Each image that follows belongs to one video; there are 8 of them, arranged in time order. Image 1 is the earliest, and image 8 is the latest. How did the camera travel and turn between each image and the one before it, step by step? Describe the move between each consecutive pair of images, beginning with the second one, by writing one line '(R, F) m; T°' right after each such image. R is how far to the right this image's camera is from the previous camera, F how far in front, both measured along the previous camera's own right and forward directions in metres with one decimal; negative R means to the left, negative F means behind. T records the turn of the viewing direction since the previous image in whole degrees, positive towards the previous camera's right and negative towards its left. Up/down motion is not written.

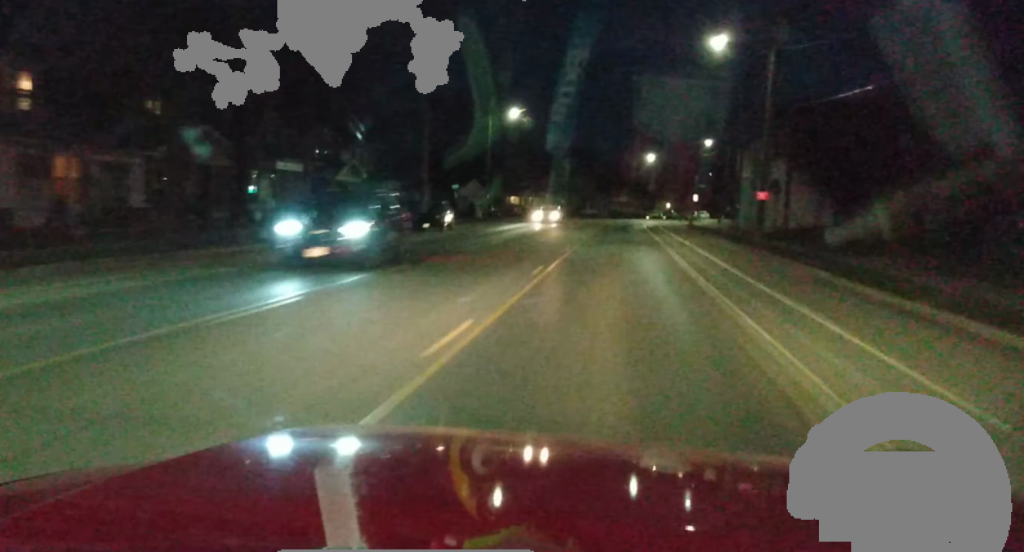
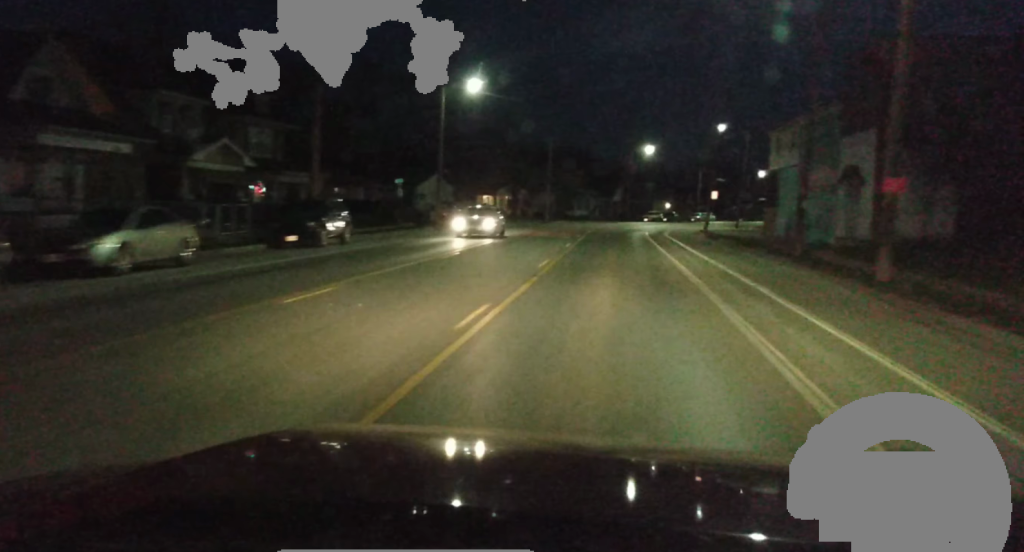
(-0.1, +22.3) m; -1°
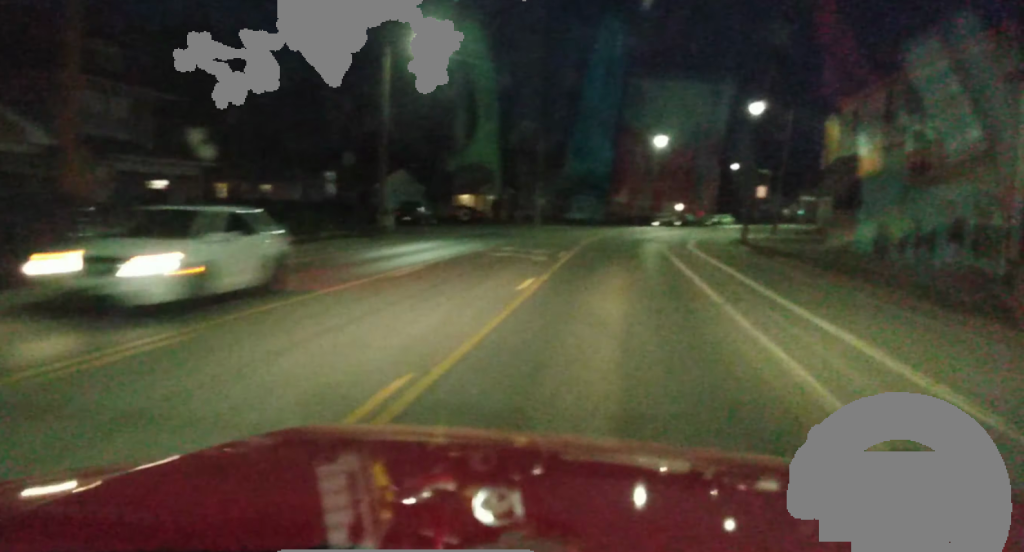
(-0.1, +18.0) m; 0°
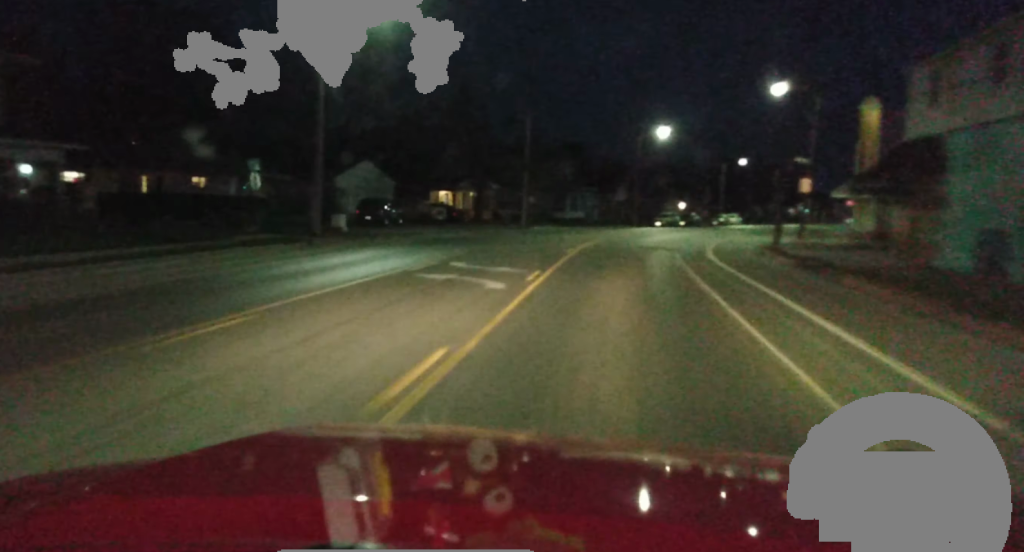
(0.0, +10.4) m; 0°
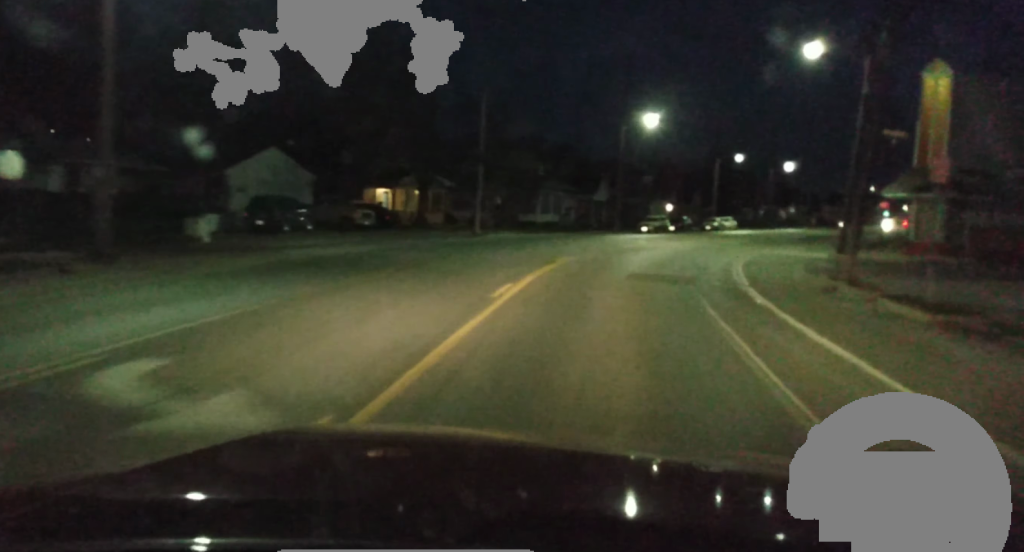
(+0.1, +15.5) m; +2°
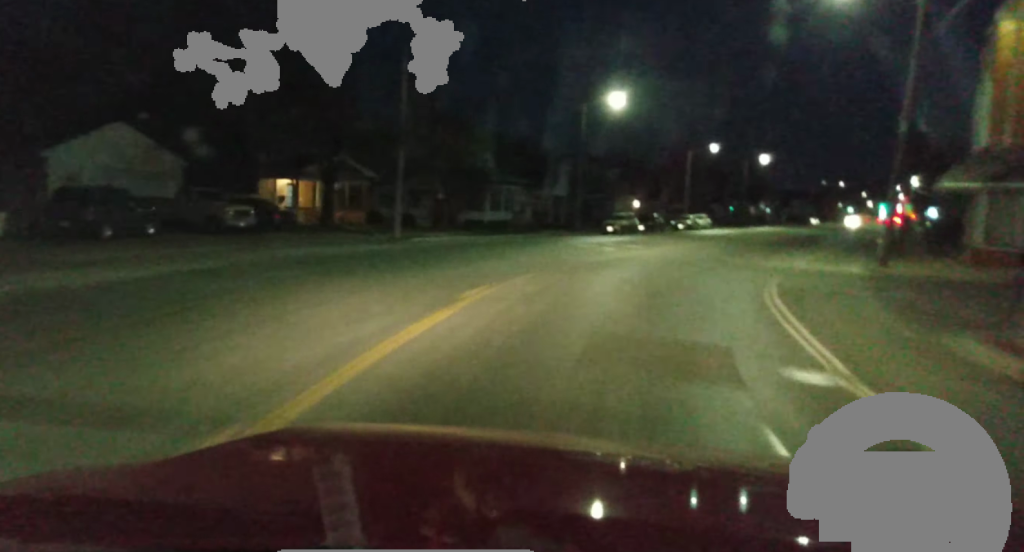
(+0.2, +12.8) m; +3°
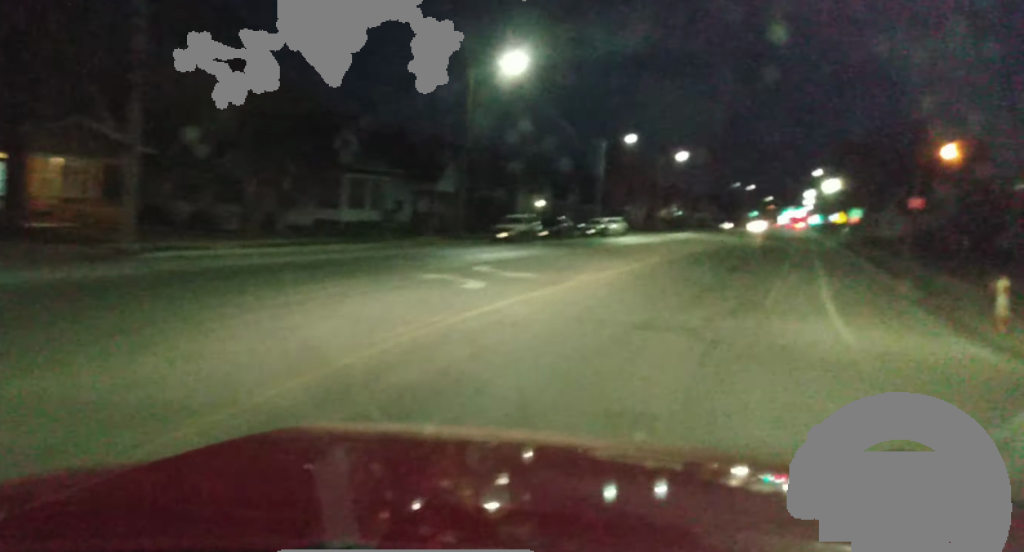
(+0.6, +17.6) m; +4°
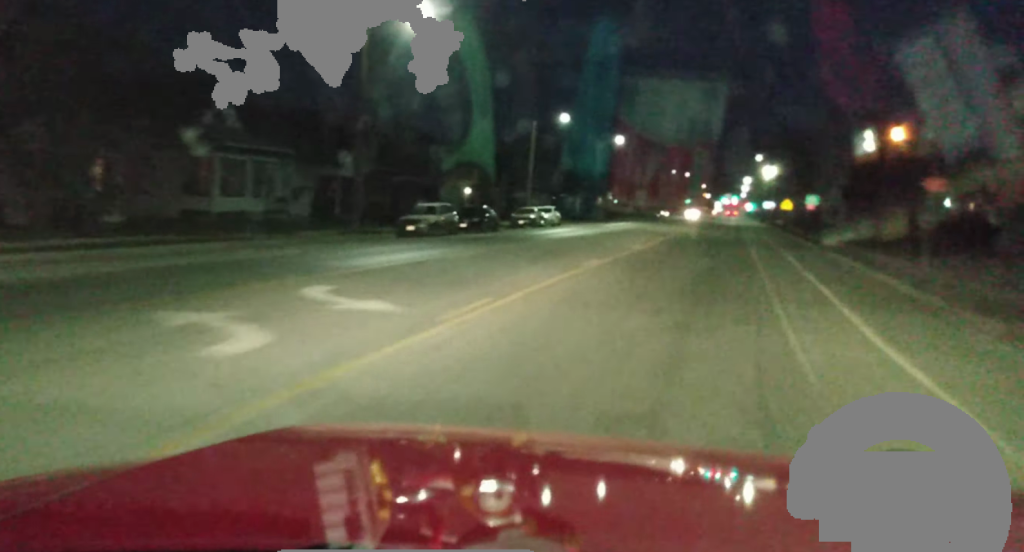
(0.0, +9.5) m; +3°
